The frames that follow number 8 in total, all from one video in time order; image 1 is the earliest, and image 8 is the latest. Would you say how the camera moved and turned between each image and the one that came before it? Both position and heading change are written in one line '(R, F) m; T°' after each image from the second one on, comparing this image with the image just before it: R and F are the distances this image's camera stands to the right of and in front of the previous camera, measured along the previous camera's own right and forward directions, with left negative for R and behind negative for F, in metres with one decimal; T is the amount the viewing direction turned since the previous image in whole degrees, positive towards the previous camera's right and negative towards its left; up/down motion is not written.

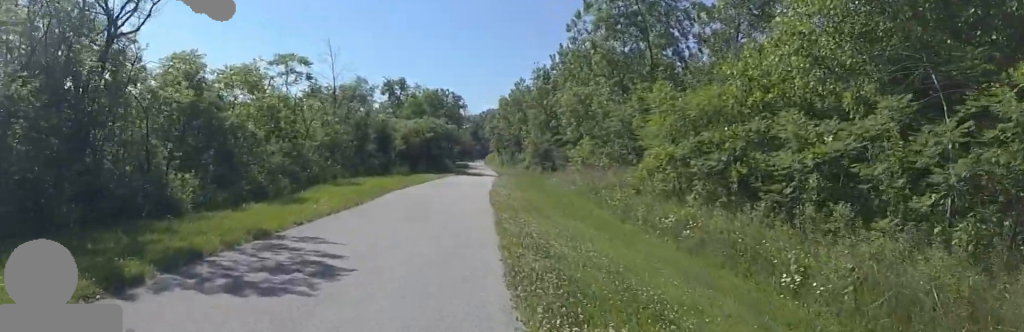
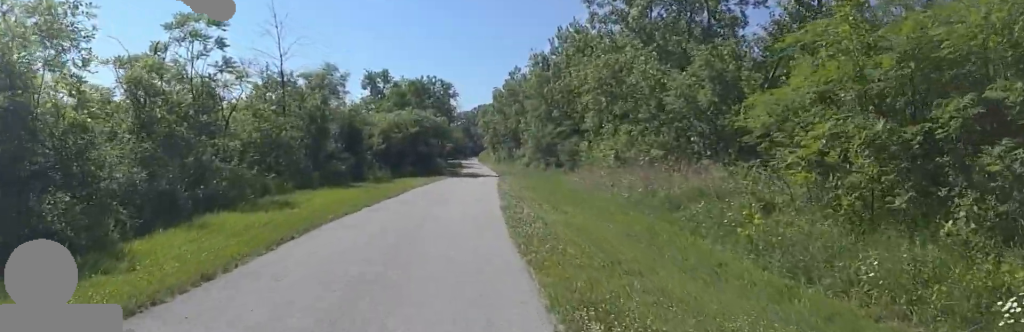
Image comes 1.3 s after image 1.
(+0.4, +8.4) m; +6°
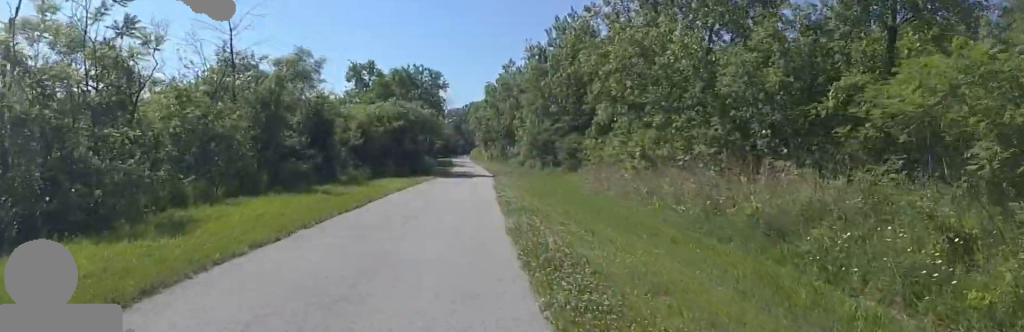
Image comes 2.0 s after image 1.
(+0.2, +4.8) m; +1°
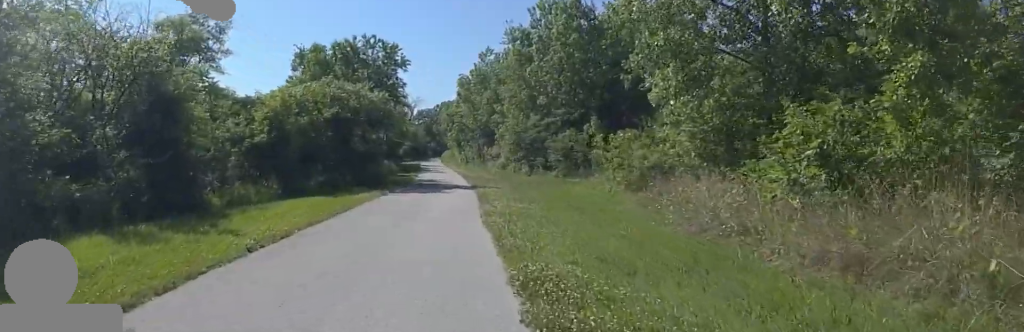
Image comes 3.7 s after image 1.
(-0.3, +11.4) m; -1°
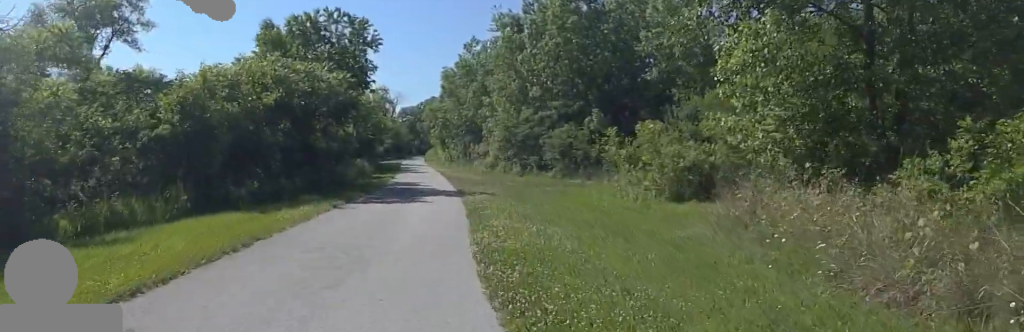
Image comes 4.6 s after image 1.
(0.0, +5.5) m; +7°
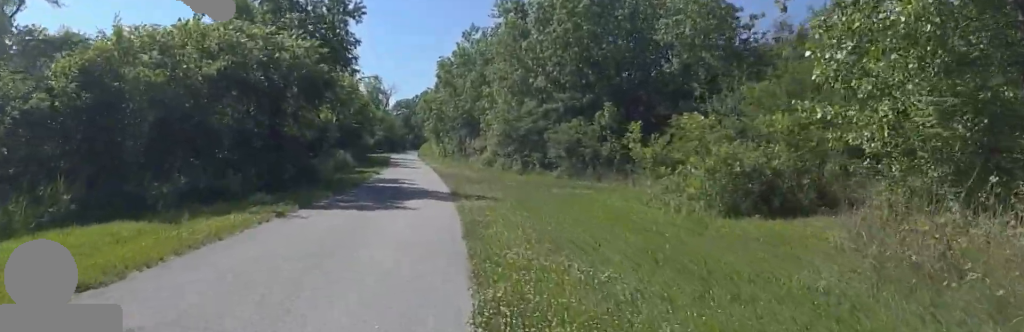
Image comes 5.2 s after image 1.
(+0.6, +4.2) m; 0°
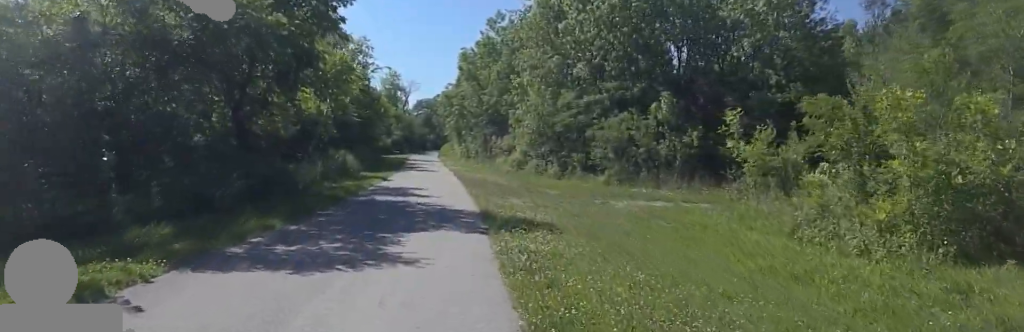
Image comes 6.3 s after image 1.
(-0.5, +6.3) m; -6°
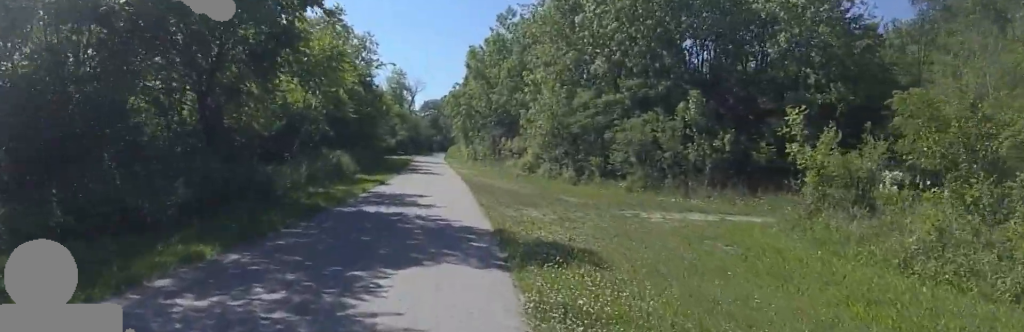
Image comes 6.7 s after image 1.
(-0.1, +2.7) m; 0°
